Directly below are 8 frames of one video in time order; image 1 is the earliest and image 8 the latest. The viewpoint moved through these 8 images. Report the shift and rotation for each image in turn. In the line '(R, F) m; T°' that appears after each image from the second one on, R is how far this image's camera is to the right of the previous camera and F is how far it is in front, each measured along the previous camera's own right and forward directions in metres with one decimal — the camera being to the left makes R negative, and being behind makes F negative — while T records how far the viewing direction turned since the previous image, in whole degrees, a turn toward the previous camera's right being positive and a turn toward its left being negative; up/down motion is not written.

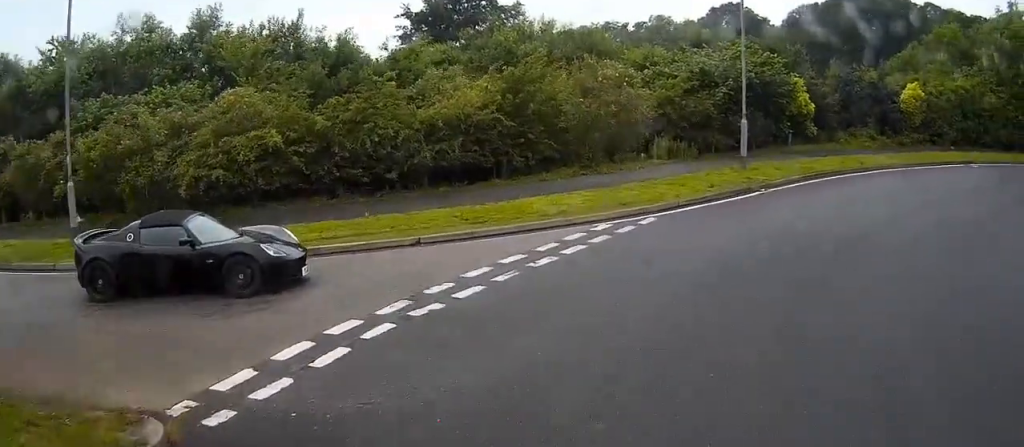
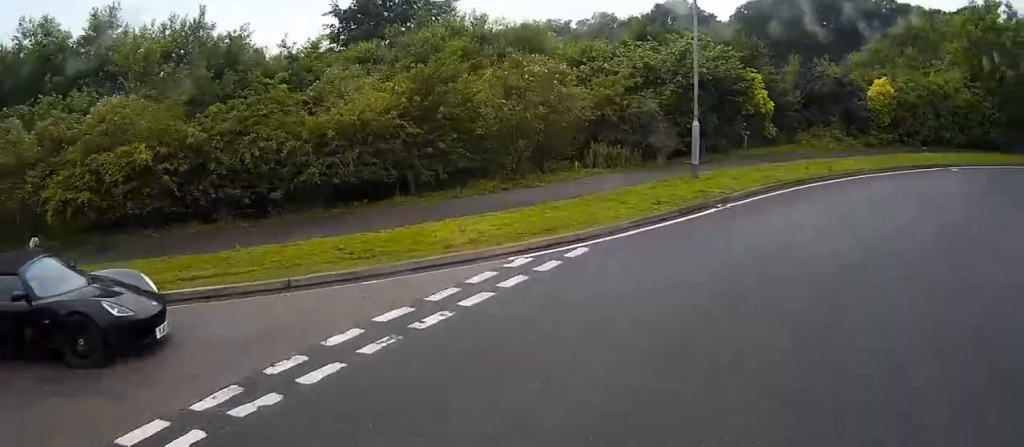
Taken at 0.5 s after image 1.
(0.0, +2.4) m; +5°
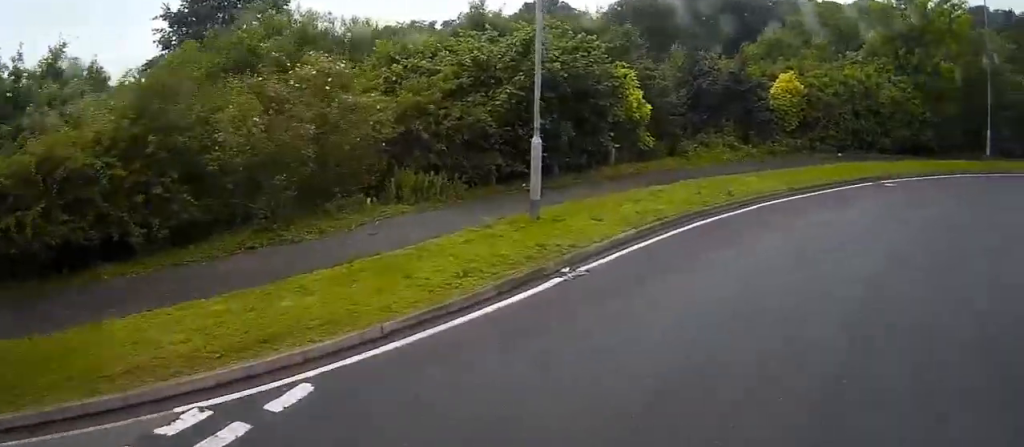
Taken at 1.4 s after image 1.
(+0.4, +4.8) m; +14°
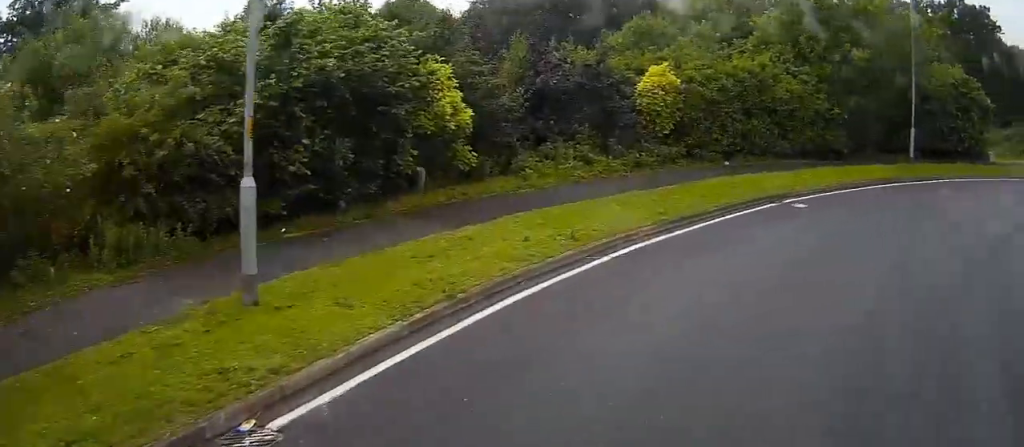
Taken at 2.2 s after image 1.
(+0.7, +4.3) m; +13°
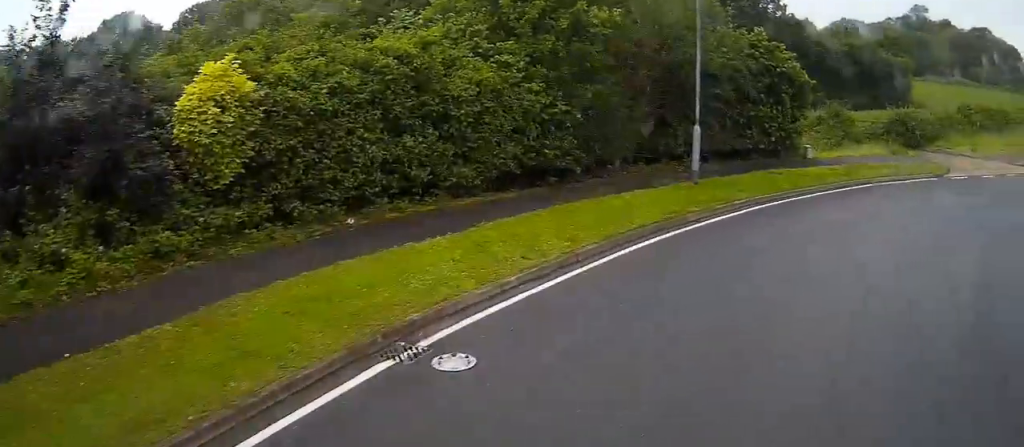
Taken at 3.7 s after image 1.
(+1.4, +8.4) m; +17°
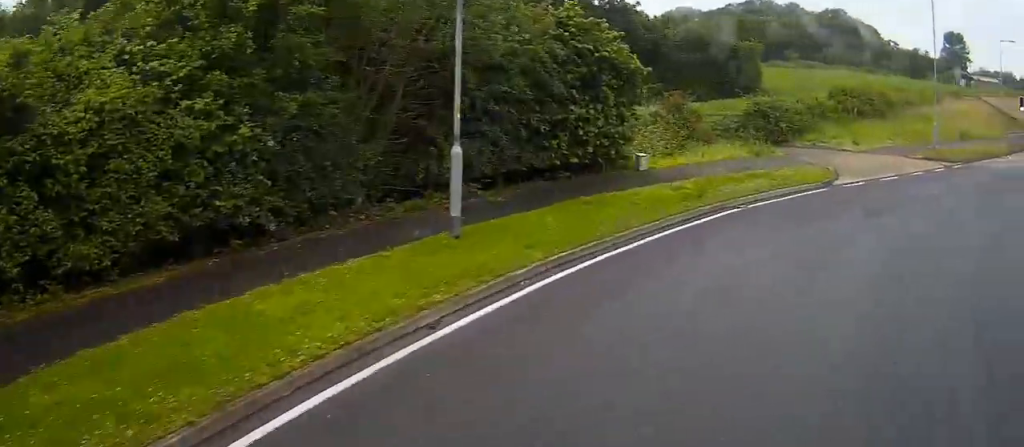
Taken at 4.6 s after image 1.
(+0.3, +5.9) m; +11°
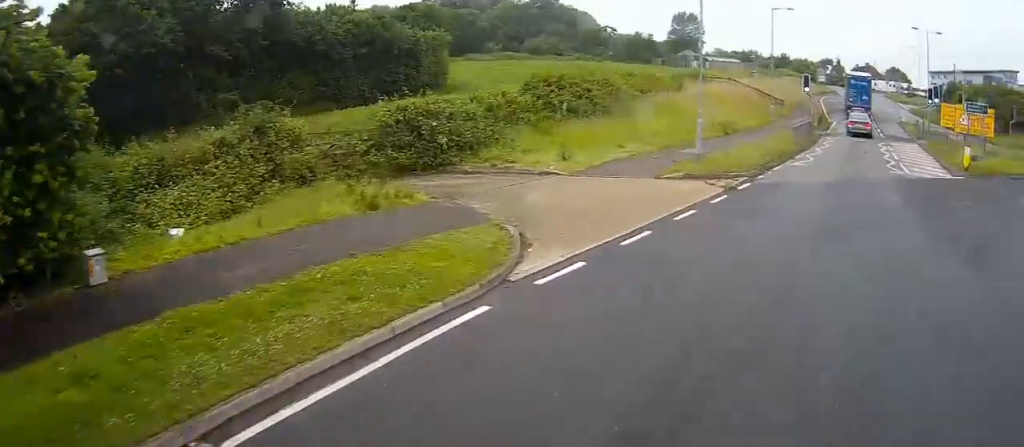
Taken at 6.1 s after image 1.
(+2.3, +9.7) m; +25°
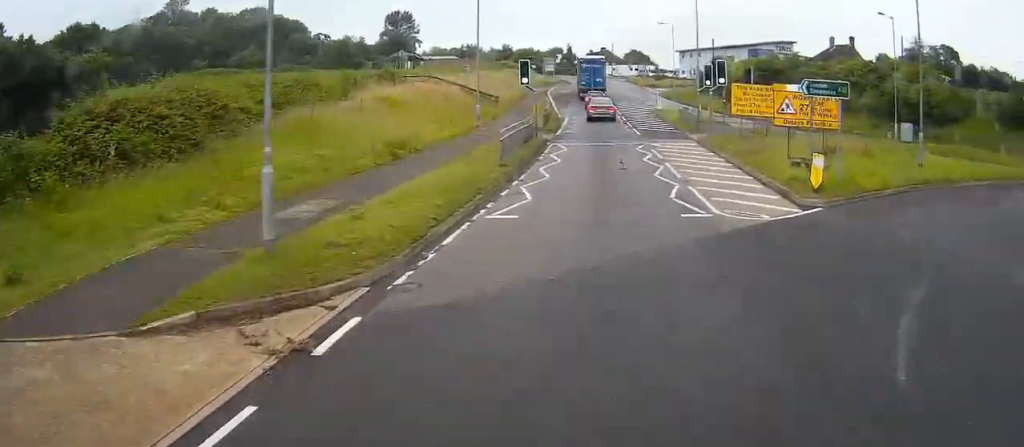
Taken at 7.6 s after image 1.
(+2.1, +10.9) m; +20°
